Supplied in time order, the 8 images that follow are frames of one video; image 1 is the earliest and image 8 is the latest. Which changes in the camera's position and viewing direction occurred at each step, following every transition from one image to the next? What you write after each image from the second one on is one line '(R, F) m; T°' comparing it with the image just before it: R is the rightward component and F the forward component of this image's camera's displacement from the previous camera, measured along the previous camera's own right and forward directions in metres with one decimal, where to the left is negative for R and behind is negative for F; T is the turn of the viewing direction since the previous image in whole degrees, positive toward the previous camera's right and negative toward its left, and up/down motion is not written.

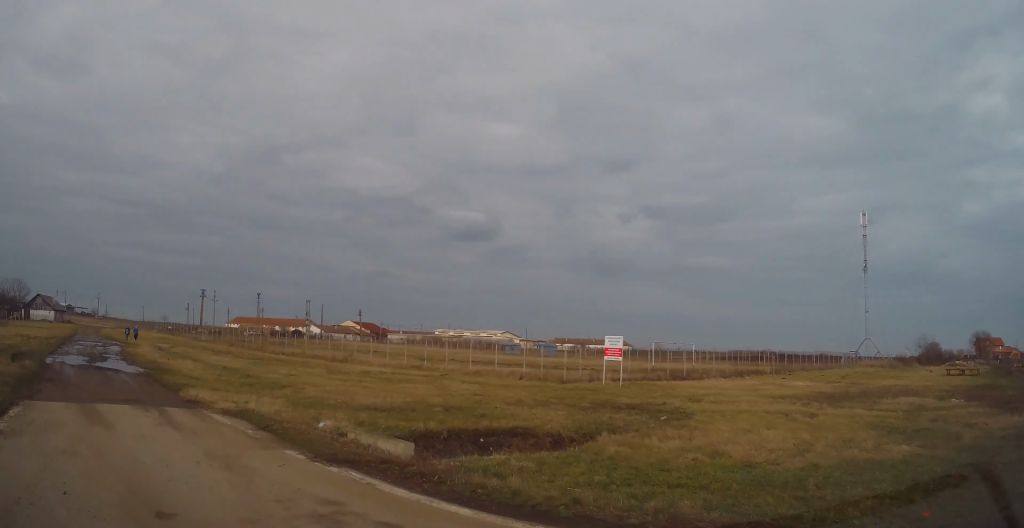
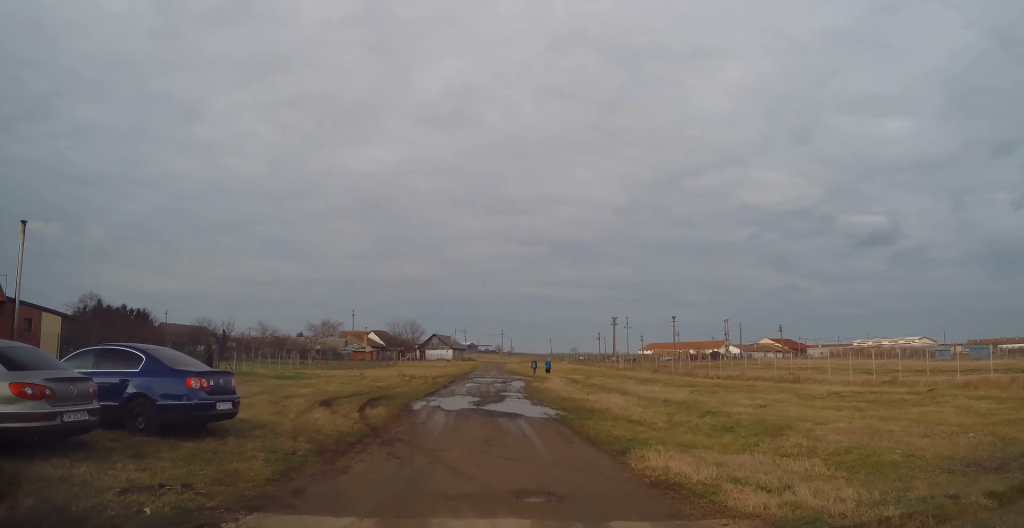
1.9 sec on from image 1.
(-3.0, +6.6) m; -35°
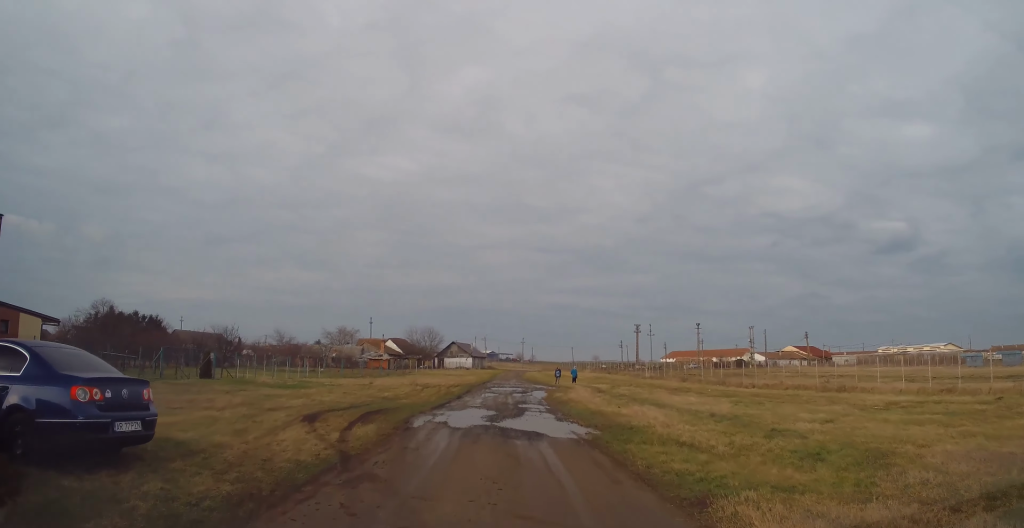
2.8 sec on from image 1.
(0.0, +3.1) m; -2°
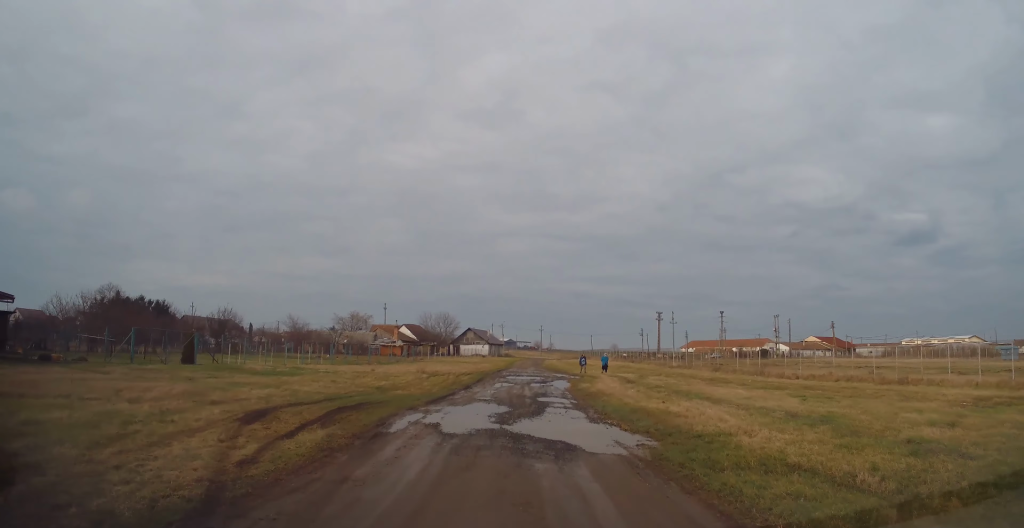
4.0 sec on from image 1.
(0.0, +4.2) m; +2°
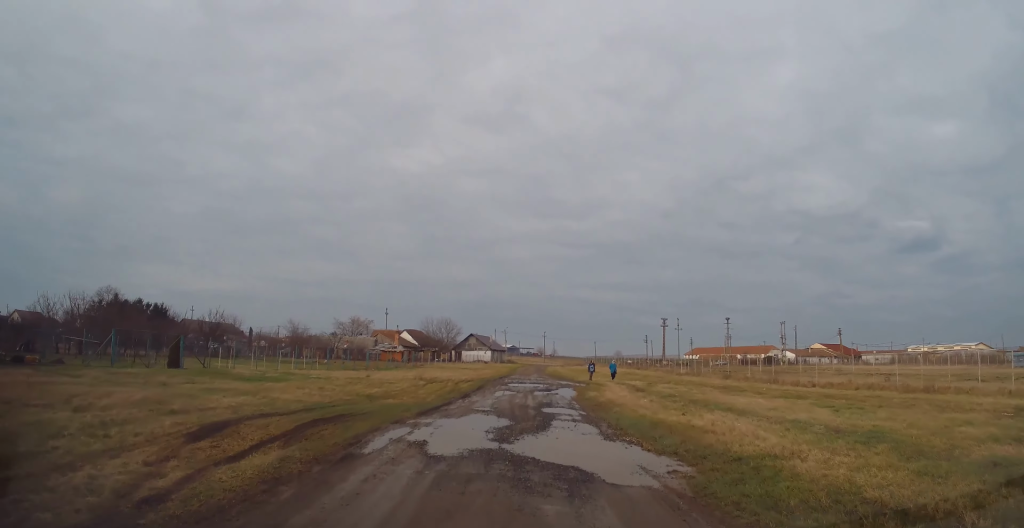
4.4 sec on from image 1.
(+0.2, +1.7) m; -1°
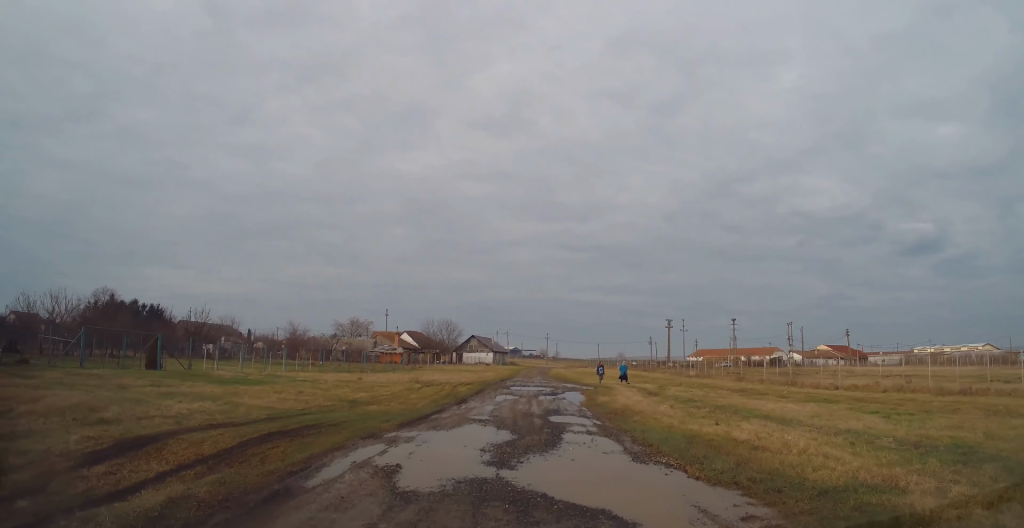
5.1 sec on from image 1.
(0.0, +2.3) m; -5°
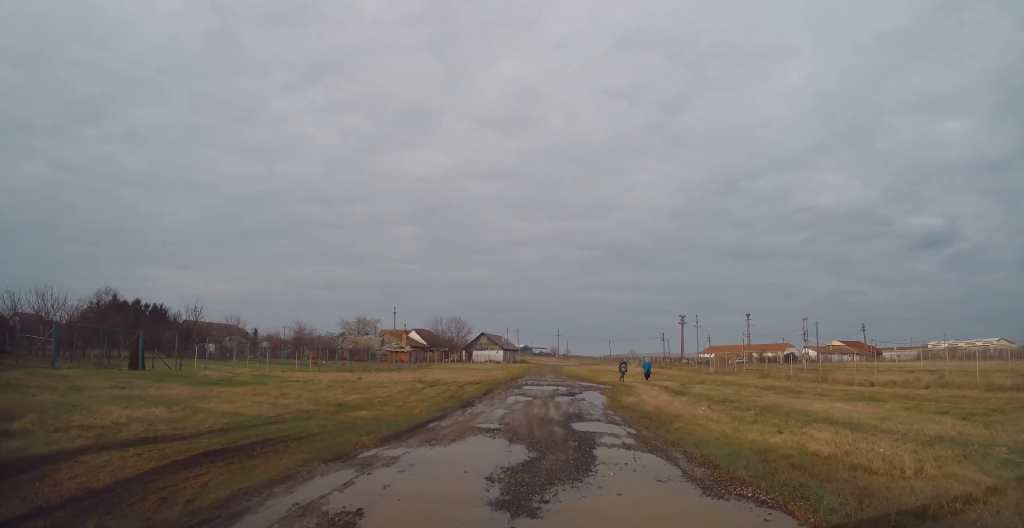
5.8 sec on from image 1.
(-0.2, +2.7) m; -8°
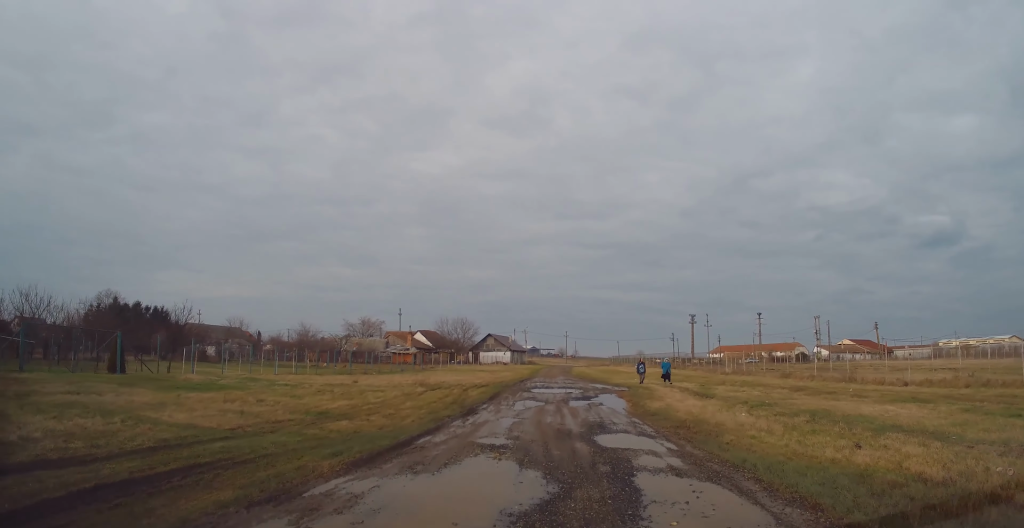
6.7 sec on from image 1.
(-0.2, +2.7) m; -1°
